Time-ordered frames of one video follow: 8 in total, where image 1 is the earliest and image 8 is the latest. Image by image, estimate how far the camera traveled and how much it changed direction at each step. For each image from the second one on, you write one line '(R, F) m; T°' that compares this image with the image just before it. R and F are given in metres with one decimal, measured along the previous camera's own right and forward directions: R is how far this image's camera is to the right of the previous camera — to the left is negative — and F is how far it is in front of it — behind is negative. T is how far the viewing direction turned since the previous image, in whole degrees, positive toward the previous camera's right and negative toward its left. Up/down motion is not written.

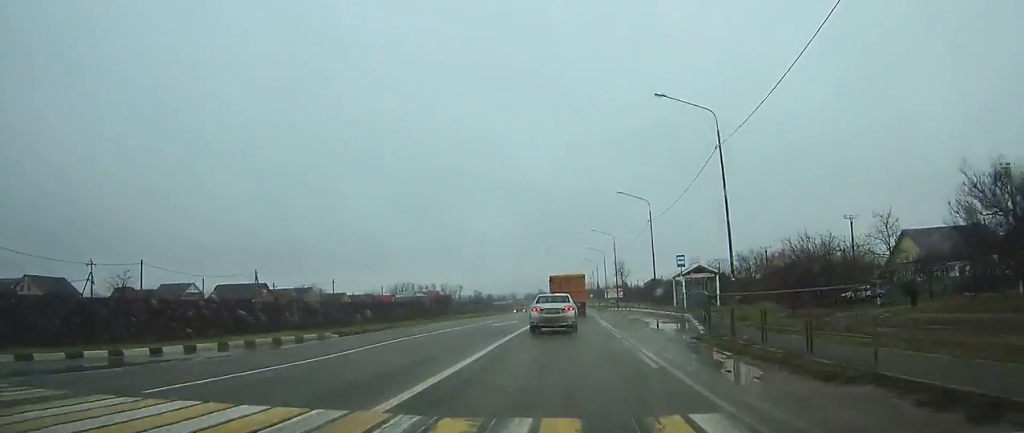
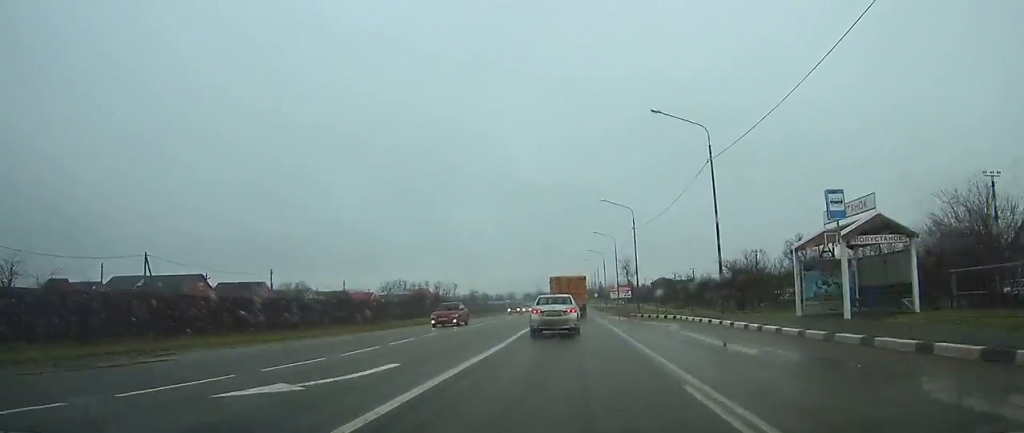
(-0.1, +25.3) m; 0°
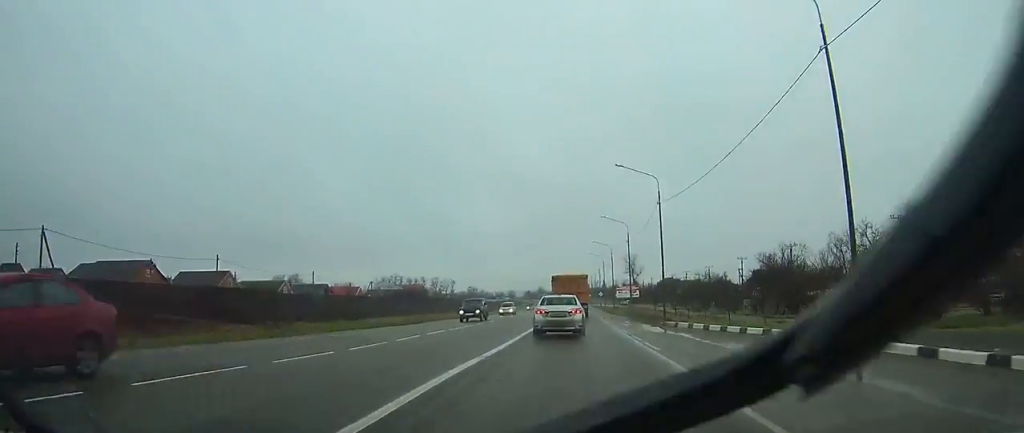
(0.0, +15.9) m; 0°
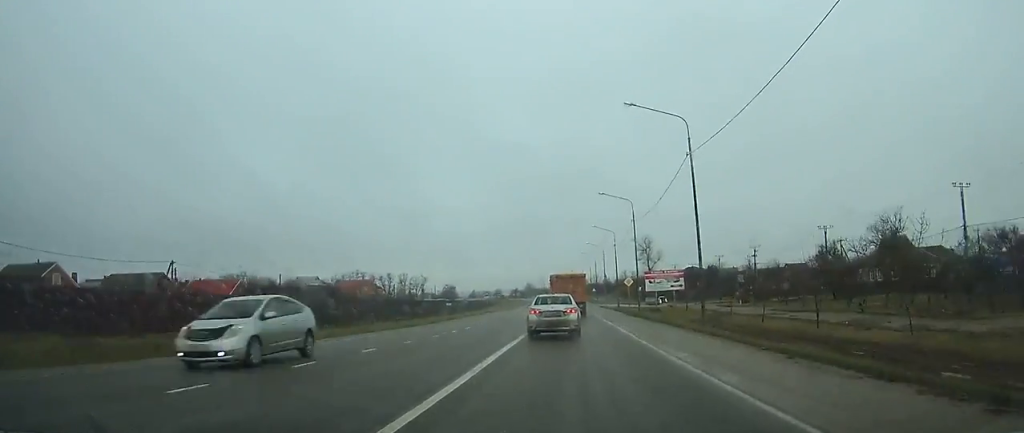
(+0.6, +70.5) m; +1°
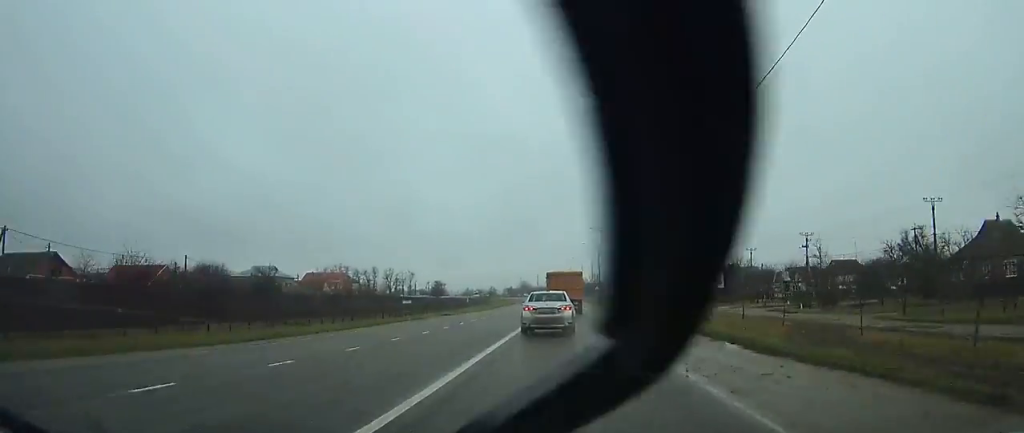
(-0.2, +24.8) m; 0°
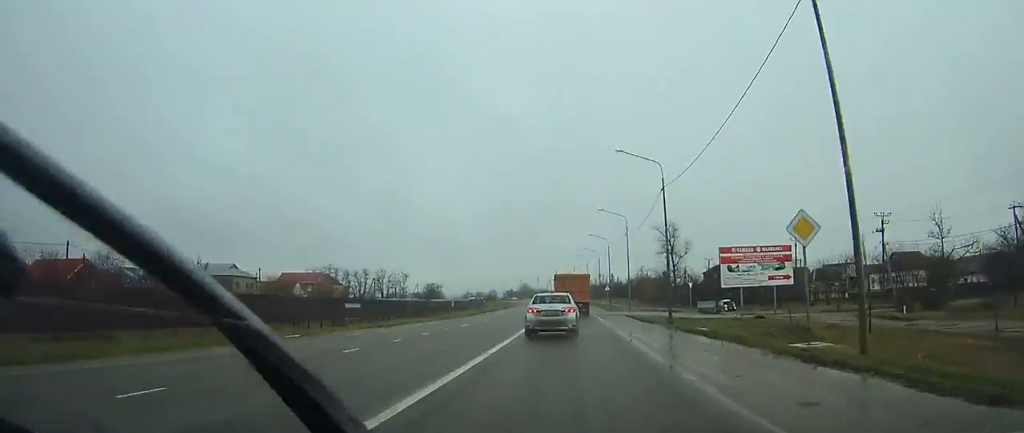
(-0.1, +20.6) m; 0°
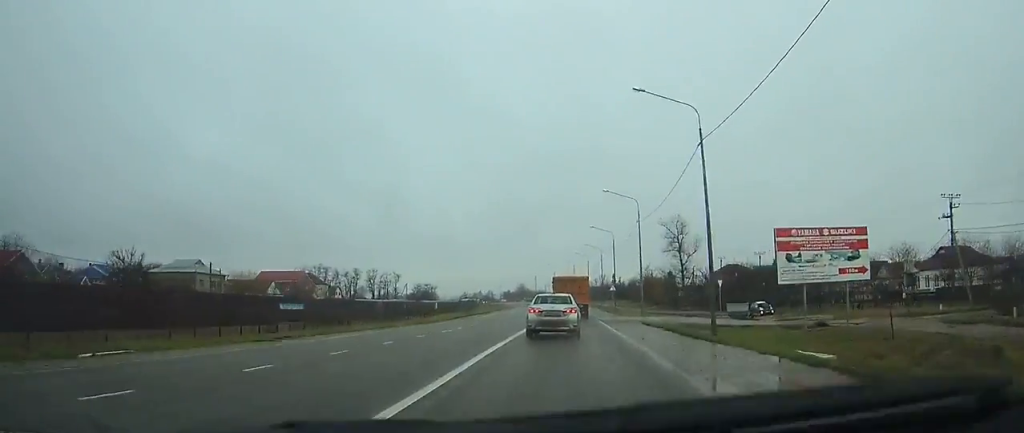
(+0.1, +13.0) m; 0°
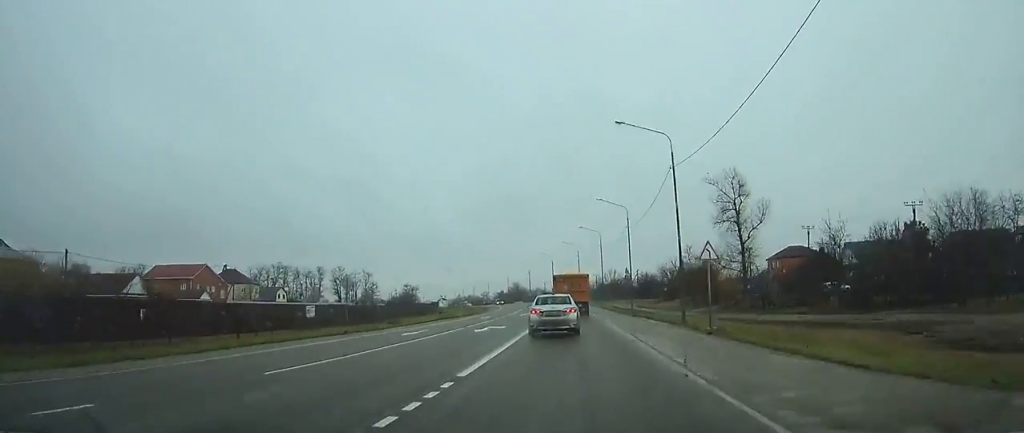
(-0.2, +50.5) m; -1°
